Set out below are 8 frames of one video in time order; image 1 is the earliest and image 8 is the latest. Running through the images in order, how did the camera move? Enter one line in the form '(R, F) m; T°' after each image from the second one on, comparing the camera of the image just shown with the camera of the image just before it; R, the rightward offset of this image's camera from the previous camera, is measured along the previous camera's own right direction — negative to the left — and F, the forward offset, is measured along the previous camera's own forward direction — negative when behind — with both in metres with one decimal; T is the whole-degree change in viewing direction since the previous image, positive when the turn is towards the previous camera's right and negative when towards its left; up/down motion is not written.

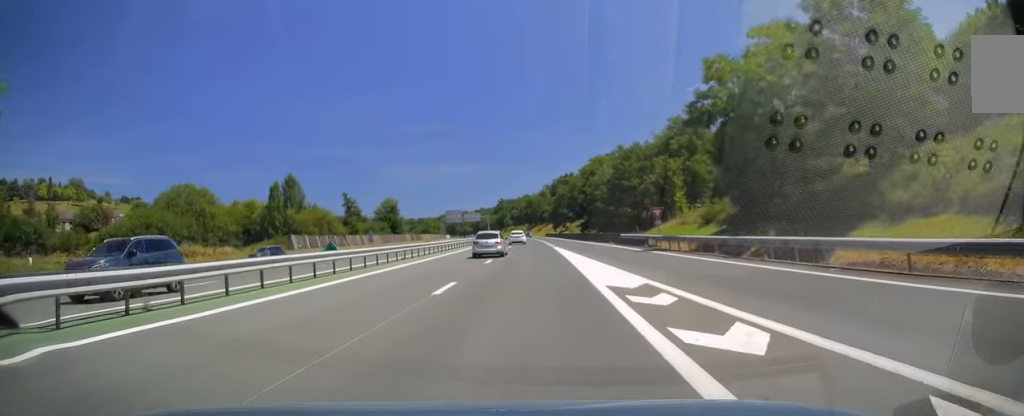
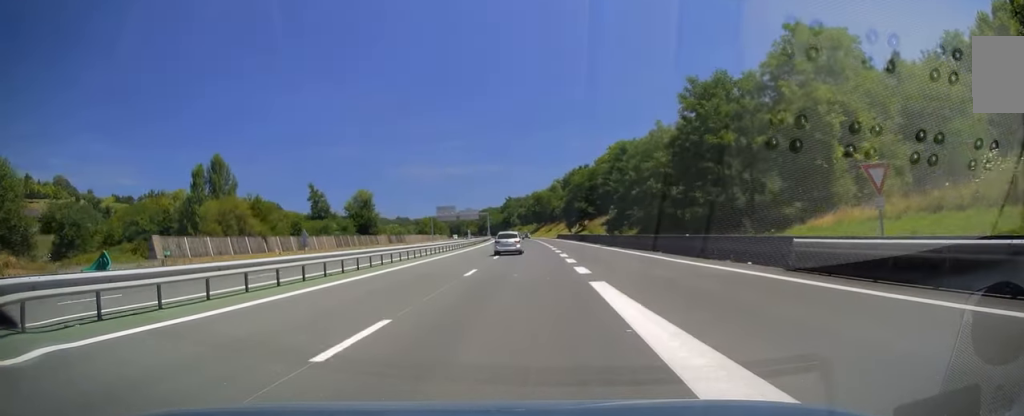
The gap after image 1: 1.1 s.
(-0.3, +32.9) m; -1°
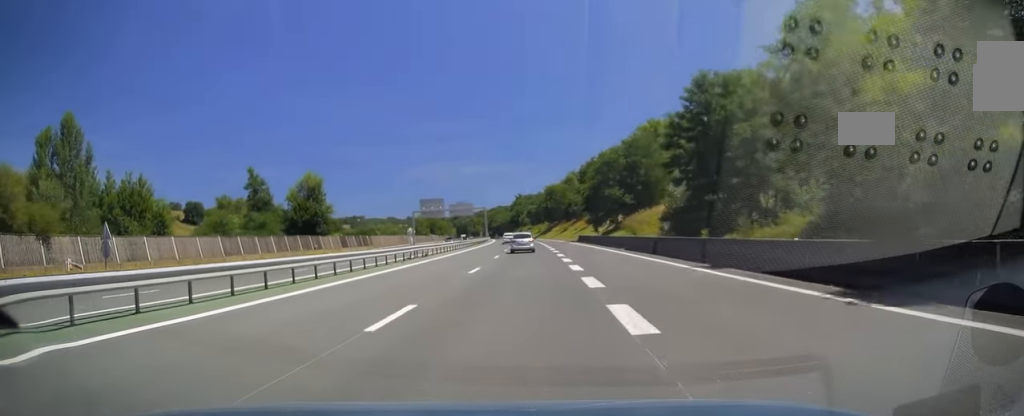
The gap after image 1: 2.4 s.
(-0.7, +36.8) m; -1°
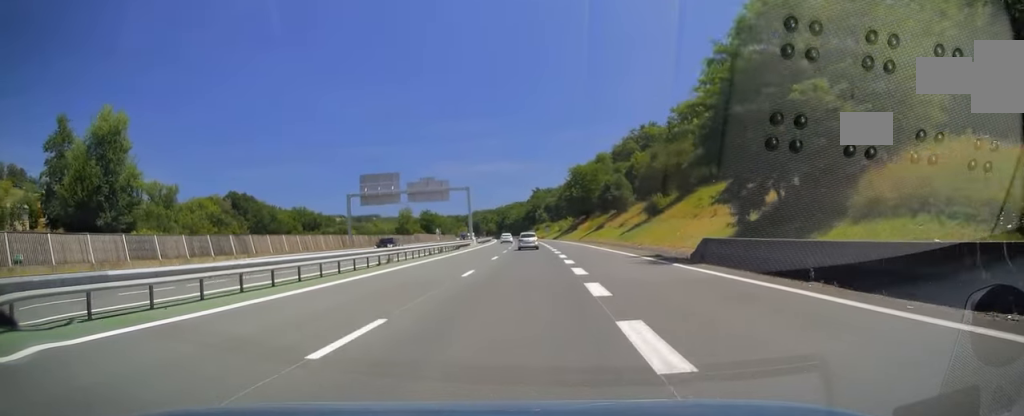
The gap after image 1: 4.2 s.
(-0.5, +53.5) m; -2°
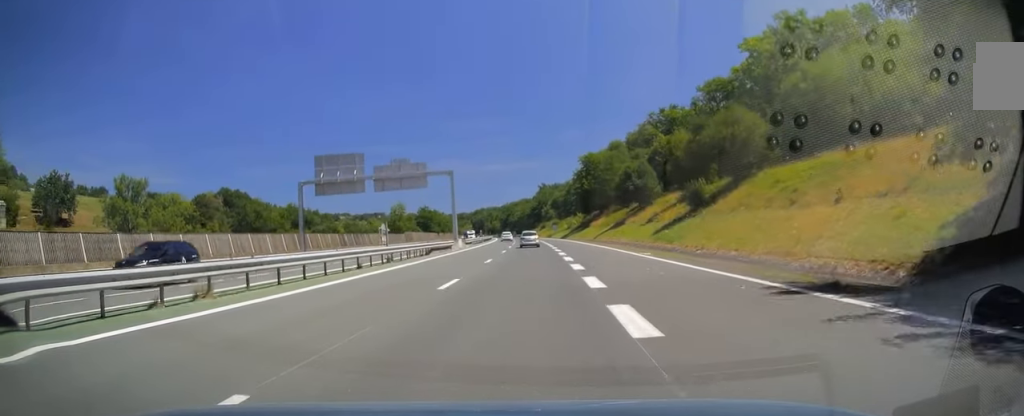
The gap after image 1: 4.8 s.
(-0.2, +17.7) m; -1°
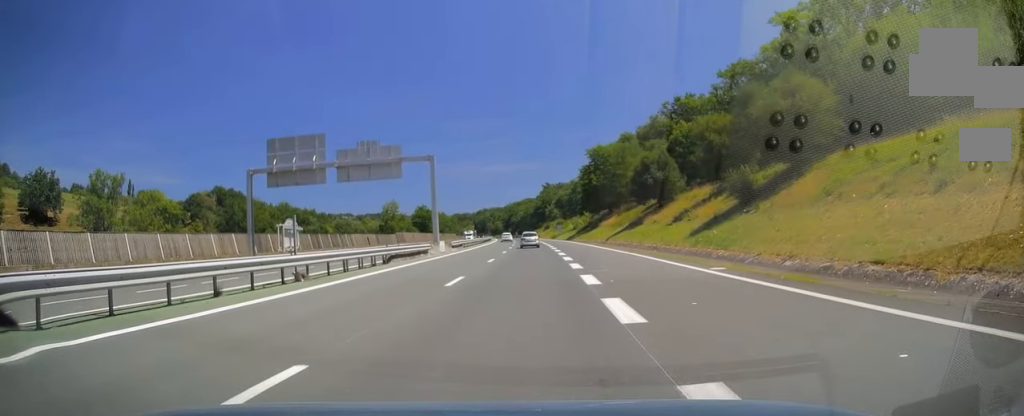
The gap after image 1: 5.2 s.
(0.0, +11.8) m; 0°
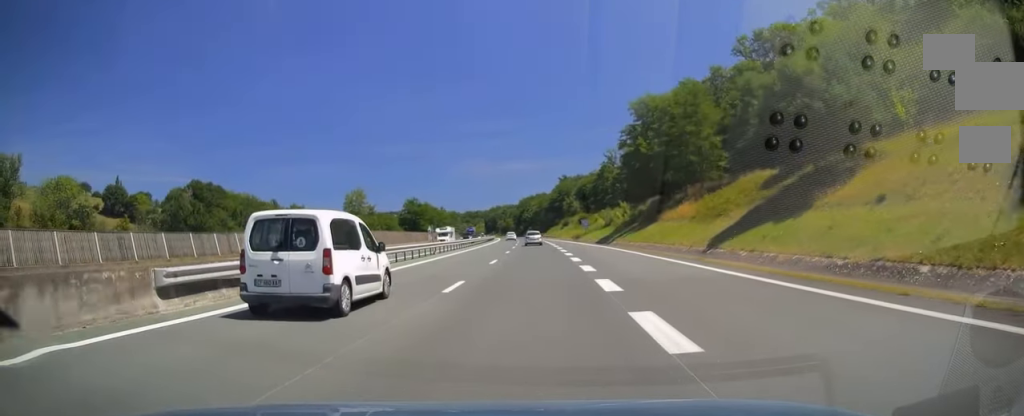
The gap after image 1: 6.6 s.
(0.0, +40.7) m; -1°
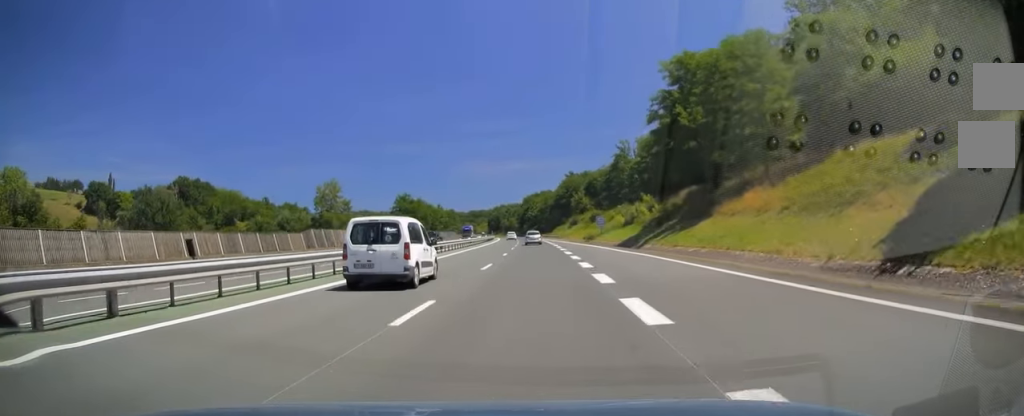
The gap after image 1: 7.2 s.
(-0.3, +17.6) m; -1°
